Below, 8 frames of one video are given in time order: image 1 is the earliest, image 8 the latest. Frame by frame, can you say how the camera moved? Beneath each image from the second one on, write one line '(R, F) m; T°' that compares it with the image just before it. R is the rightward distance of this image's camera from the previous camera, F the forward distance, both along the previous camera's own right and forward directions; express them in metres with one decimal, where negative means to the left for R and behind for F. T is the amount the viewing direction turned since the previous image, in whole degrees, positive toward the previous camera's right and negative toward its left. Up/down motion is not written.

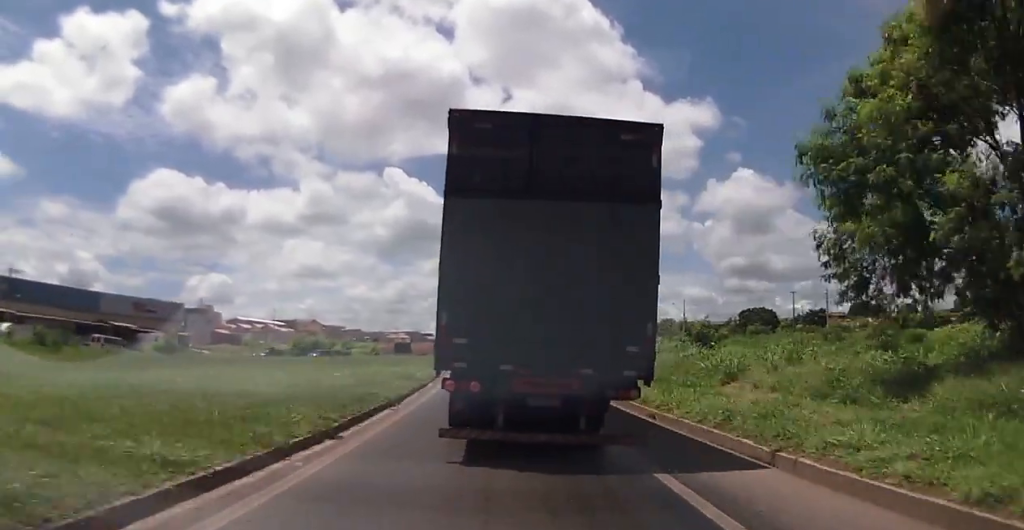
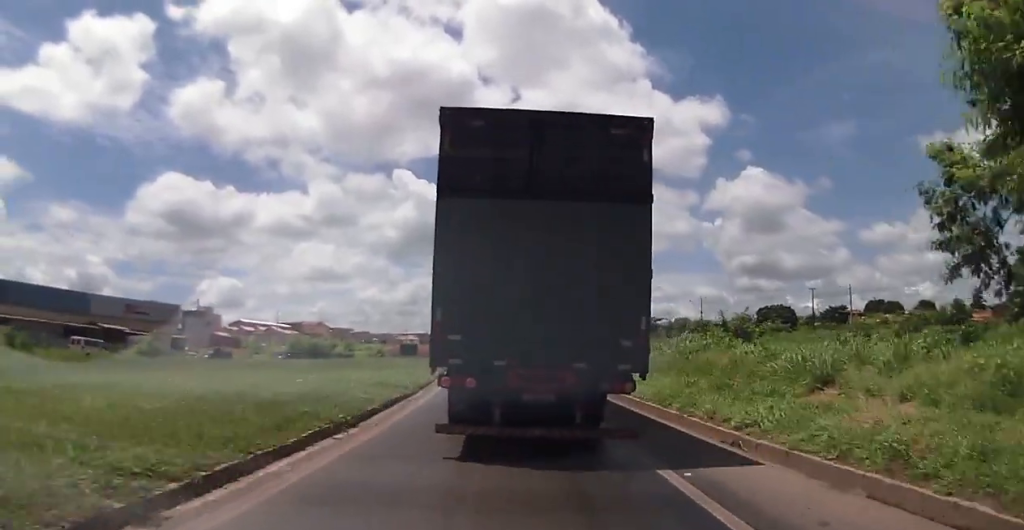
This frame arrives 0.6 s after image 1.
(+0.1, +5.6) m; 0°
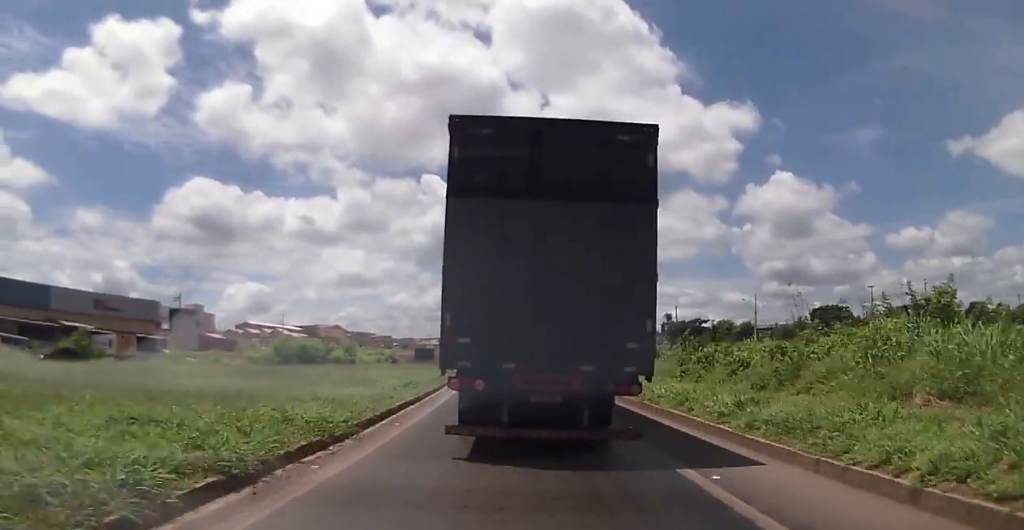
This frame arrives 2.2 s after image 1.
(-0.1, +16.3) m; 0°
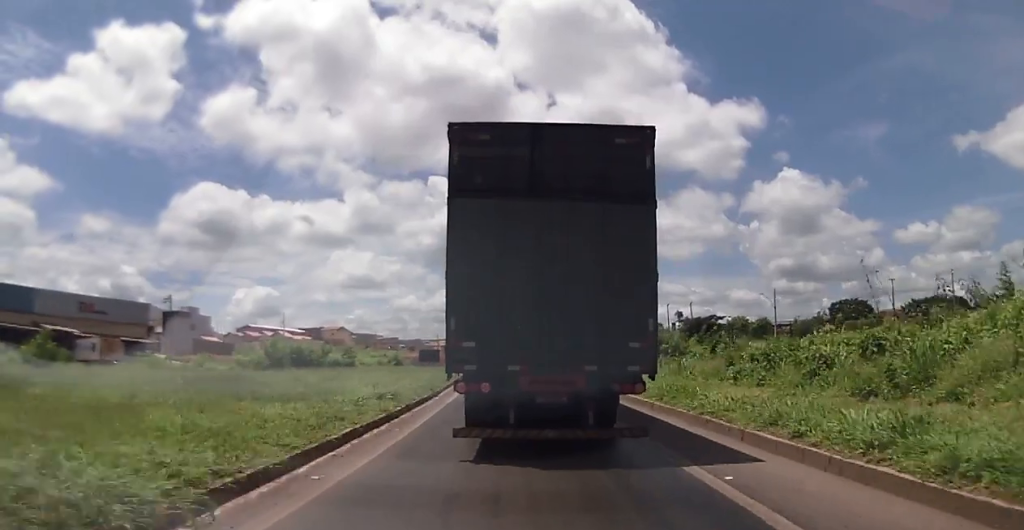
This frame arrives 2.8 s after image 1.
(0.0, +5.5) m; 0°
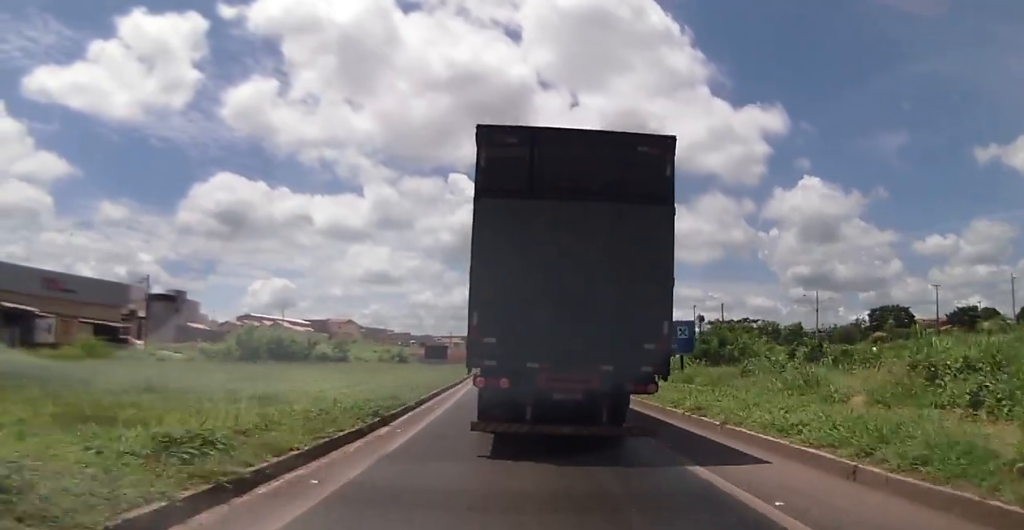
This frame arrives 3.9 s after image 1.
(-0.1, +10.7) m; -3°
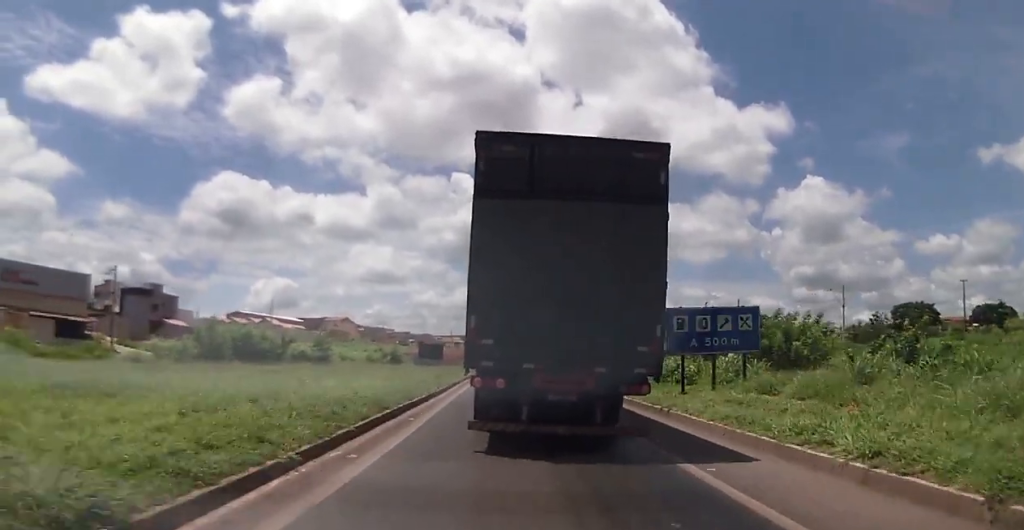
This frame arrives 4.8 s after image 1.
(-0.4, +7.9) m; -1°
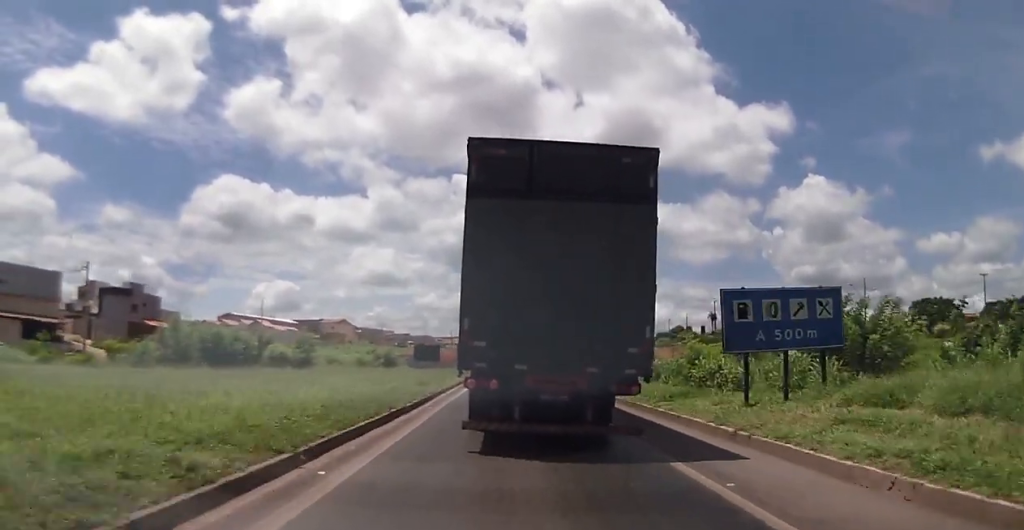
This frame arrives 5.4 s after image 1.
(+0.1, +5.8) m; +1°
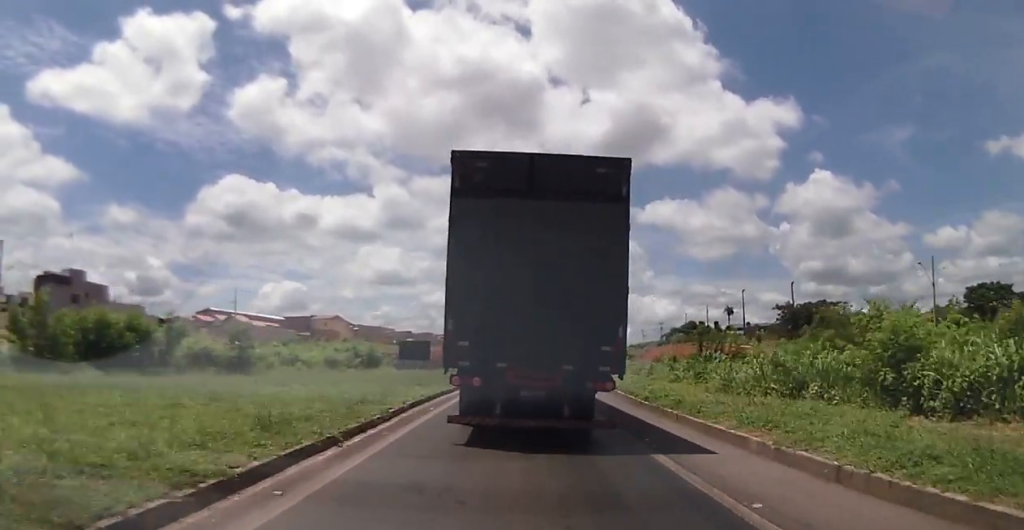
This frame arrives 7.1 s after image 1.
(0.0, +17.2) m; -1°
